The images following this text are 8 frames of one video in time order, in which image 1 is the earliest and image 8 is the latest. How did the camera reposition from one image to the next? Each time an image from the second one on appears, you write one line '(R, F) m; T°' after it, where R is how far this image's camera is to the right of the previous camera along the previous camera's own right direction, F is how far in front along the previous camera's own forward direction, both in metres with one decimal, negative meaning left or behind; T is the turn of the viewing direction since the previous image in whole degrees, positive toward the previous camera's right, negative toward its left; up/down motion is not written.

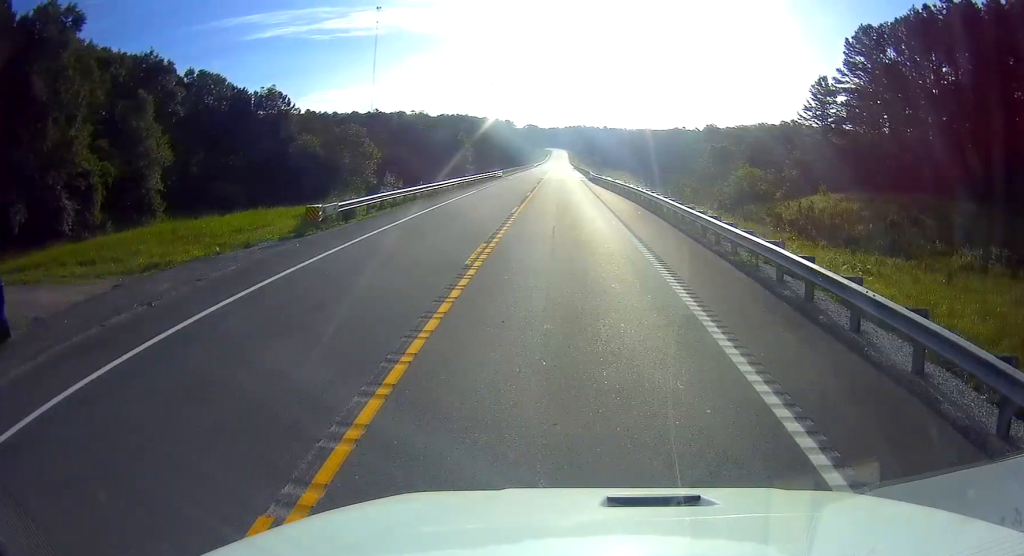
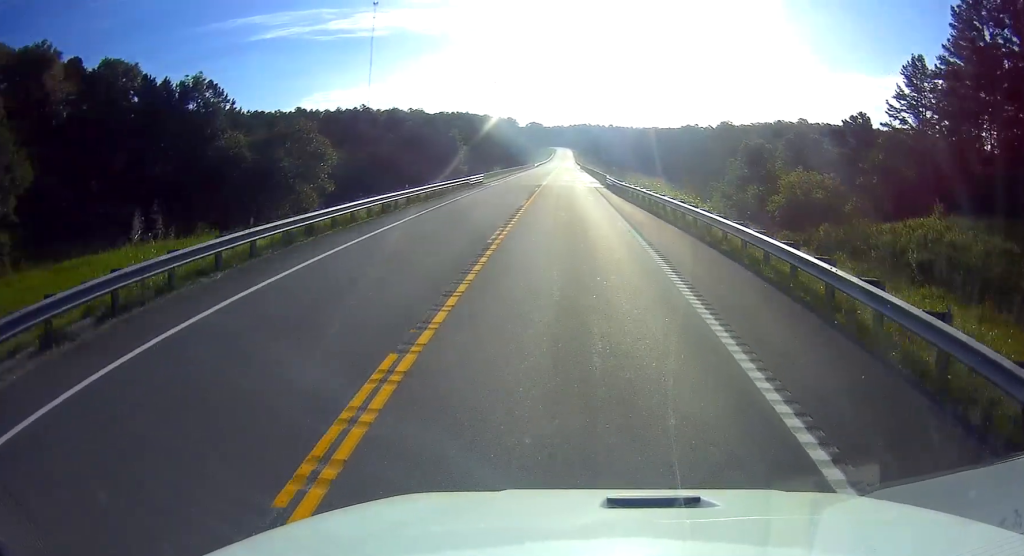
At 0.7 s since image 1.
(-0.1, +21.0) m; 0°
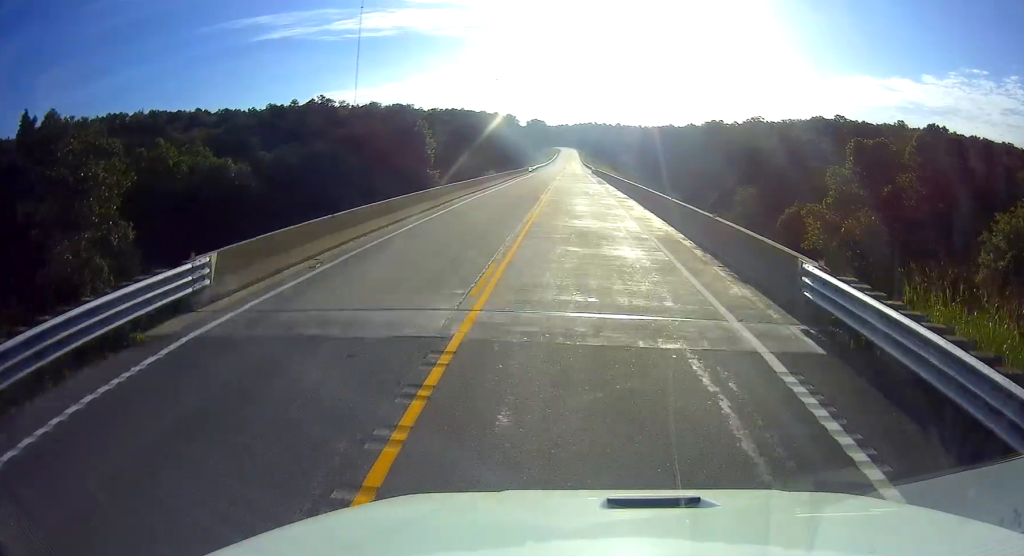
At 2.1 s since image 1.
(0.0, +42.2) m; 0°
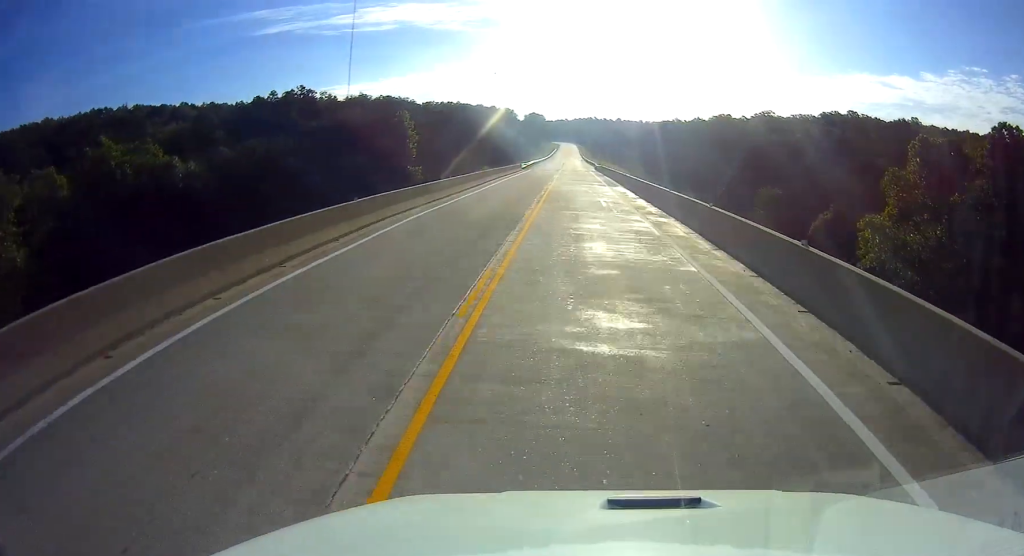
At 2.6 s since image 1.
(-0.1, +14.1) m; 0°
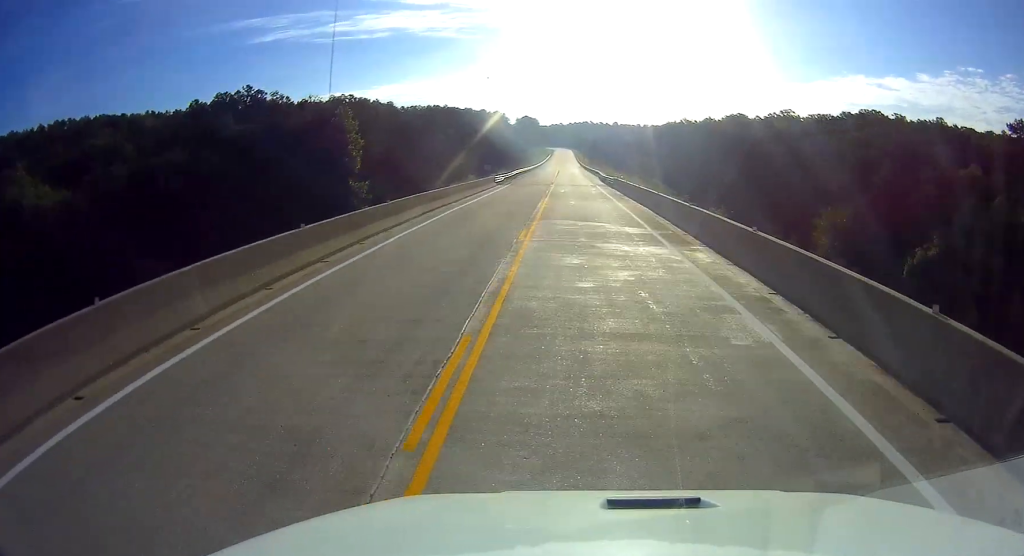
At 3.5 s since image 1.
(+0.3, +27.2) m; +1°
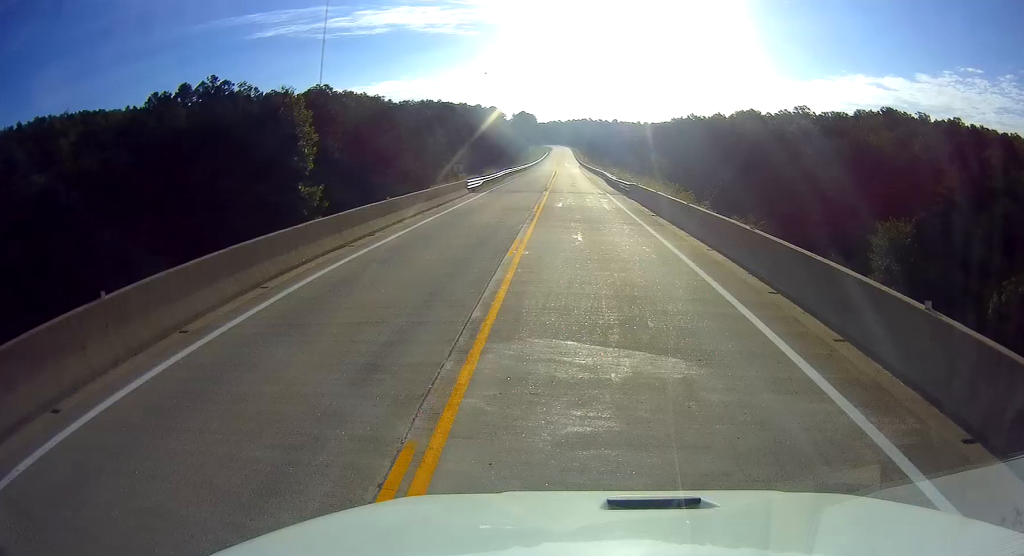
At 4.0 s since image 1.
(+0.1, +15.1) m; 0°
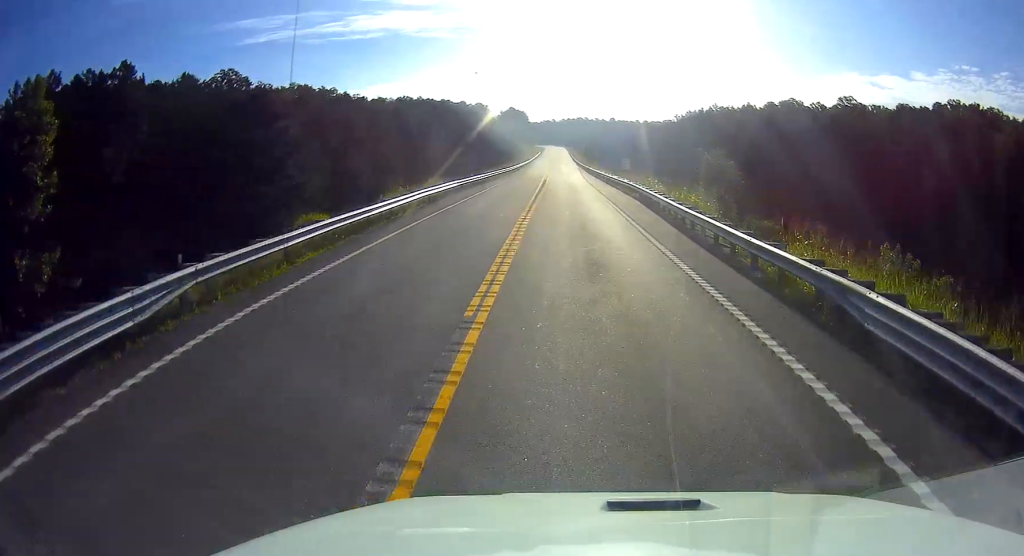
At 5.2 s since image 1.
(-0.2, +38.1) m; 0°
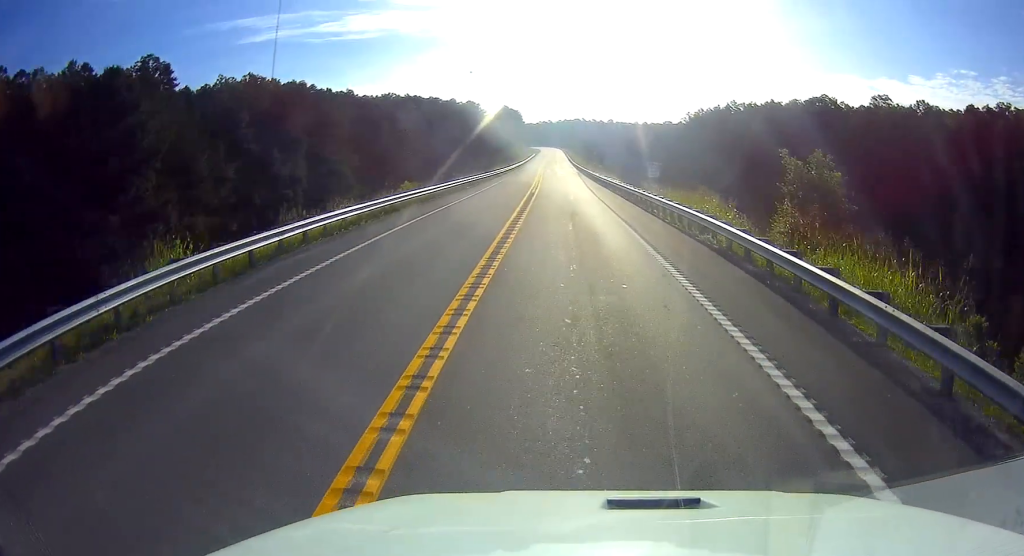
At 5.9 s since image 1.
(-0.1, +21.0) m; 0°
